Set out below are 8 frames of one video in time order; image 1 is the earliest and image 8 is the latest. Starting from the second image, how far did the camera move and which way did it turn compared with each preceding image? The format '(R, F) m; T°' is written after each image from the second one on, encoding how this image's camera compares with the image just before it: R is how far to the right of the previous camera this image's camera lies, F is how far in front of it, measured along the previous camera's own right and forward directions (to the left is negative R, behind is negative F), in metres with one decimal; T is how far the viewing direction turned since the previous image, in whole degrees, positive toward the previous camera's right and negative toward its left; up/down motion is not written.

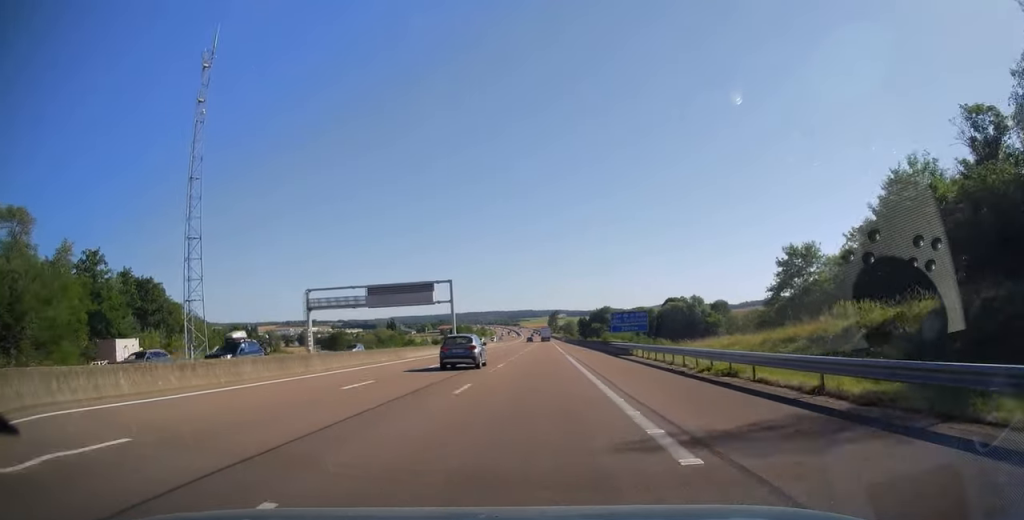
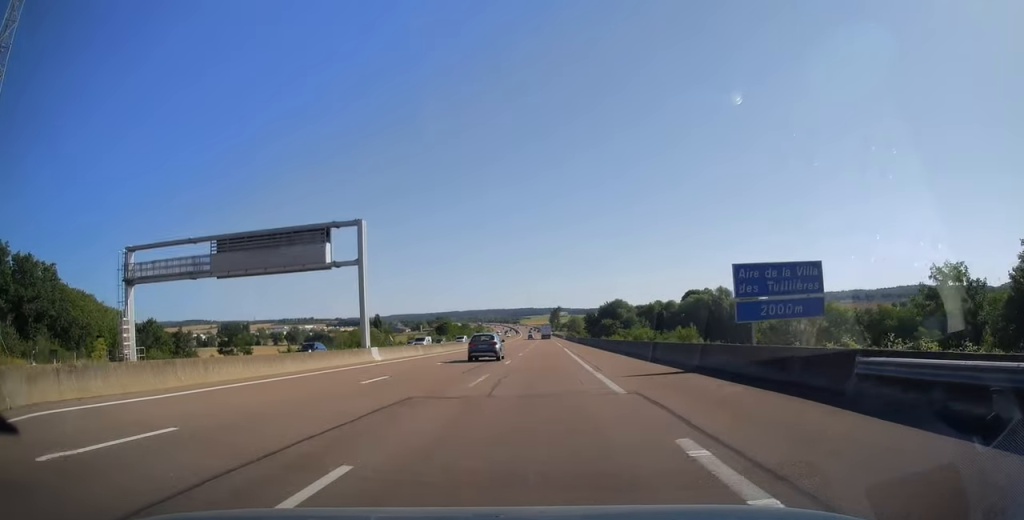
(-0.1, +37.7) m; 0°
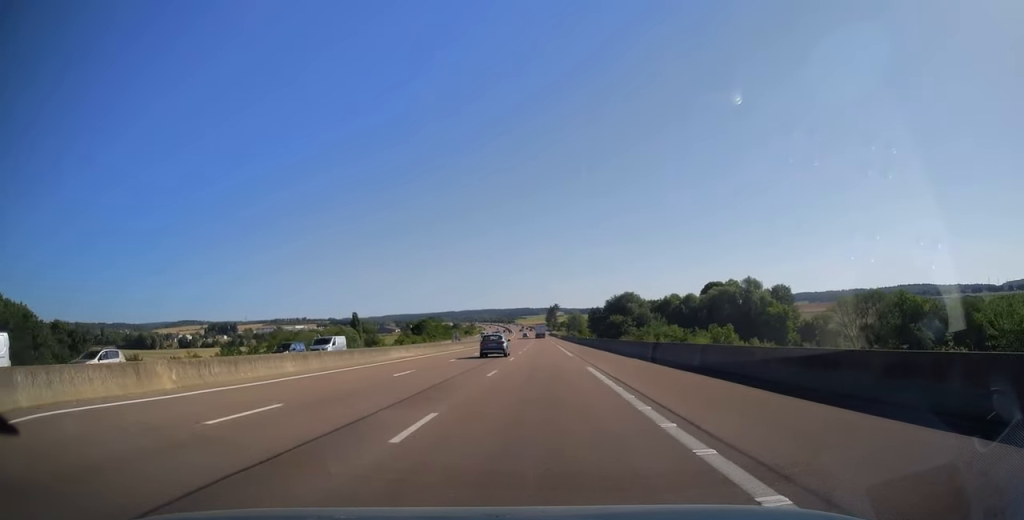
(+0.1, +34.5) m; 0°
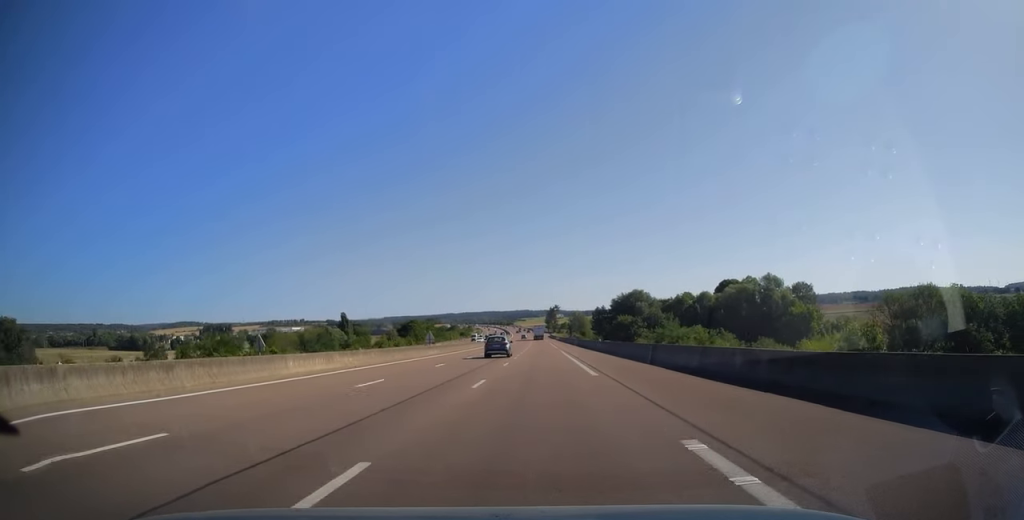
(0.0, +17.3) m; 0°
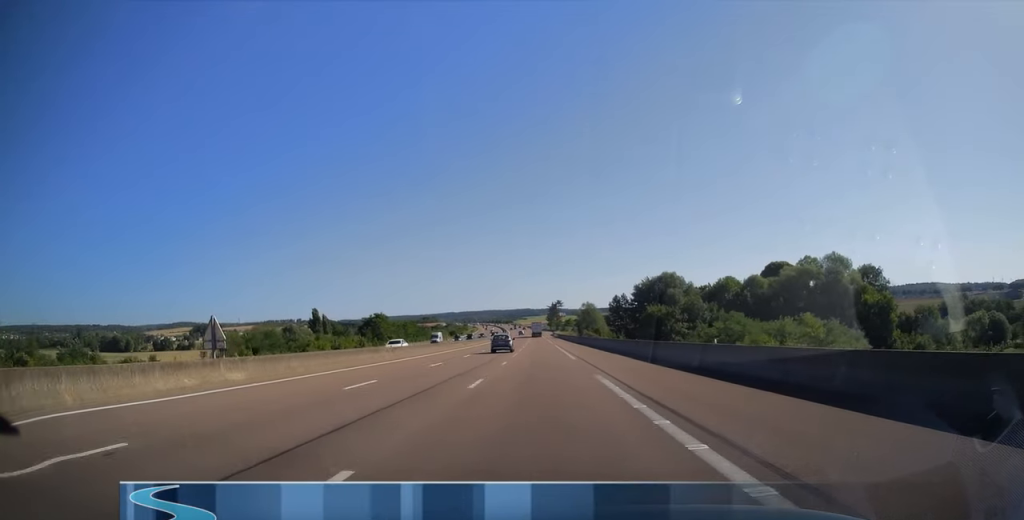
(0.0, +39.6) m; 0°
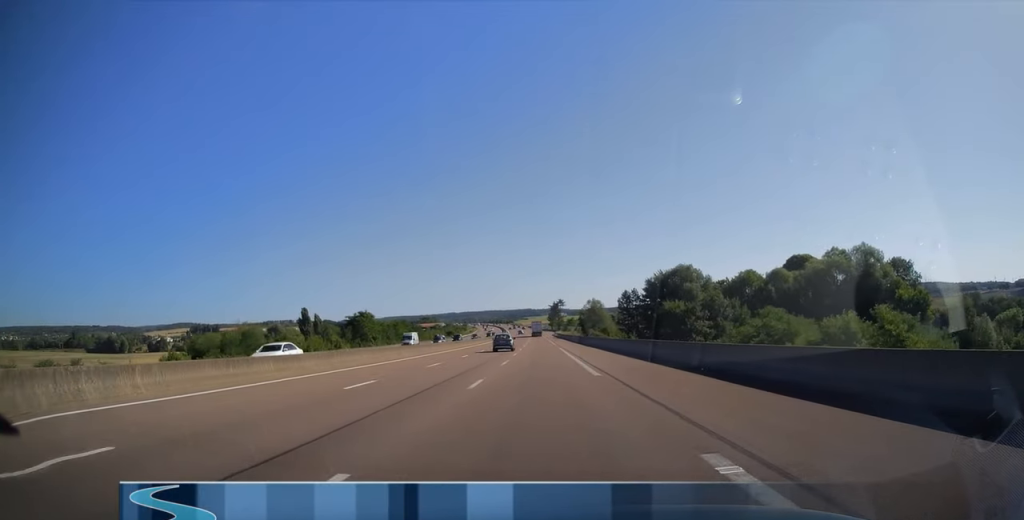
(0.0, +13.2) m; 0°
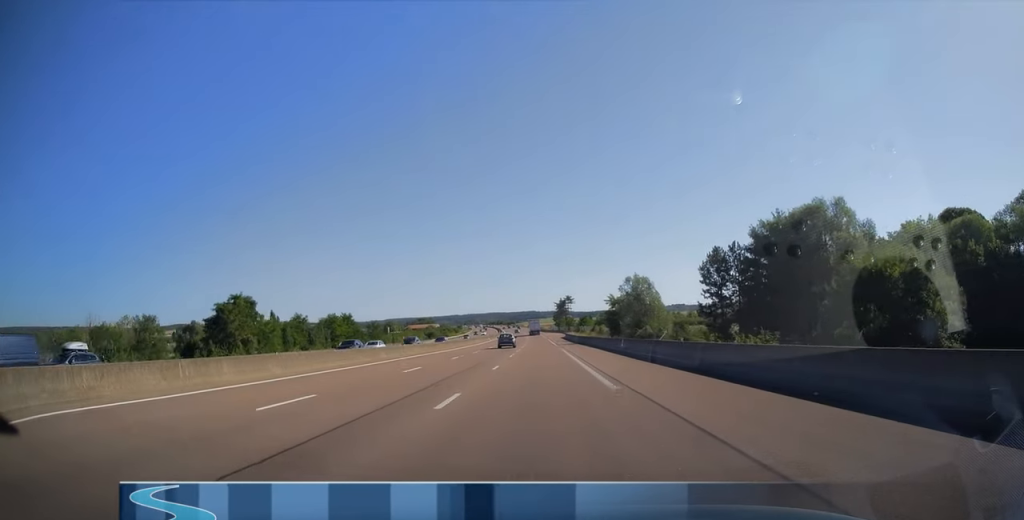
(0.0, +56.8) m; 0°
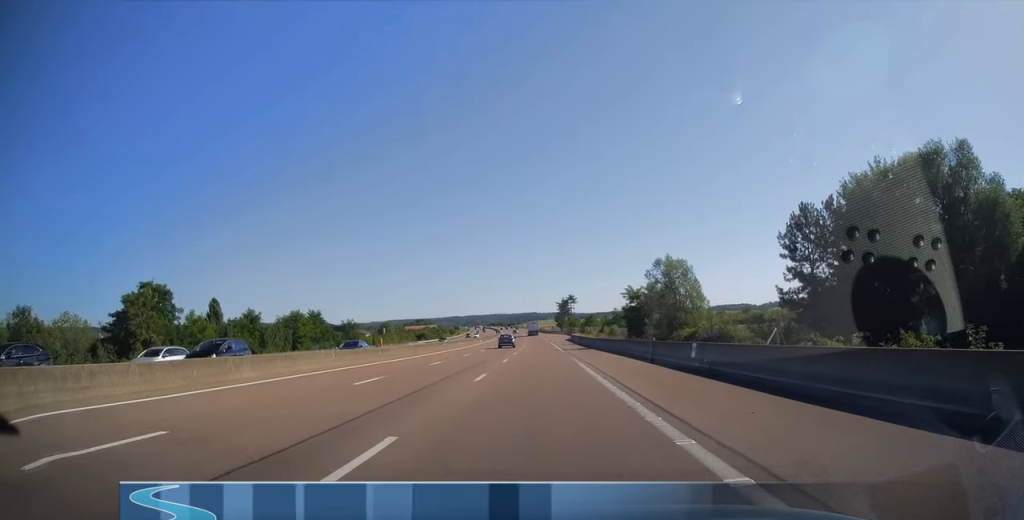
(0.0, +19.3) m; 0°
